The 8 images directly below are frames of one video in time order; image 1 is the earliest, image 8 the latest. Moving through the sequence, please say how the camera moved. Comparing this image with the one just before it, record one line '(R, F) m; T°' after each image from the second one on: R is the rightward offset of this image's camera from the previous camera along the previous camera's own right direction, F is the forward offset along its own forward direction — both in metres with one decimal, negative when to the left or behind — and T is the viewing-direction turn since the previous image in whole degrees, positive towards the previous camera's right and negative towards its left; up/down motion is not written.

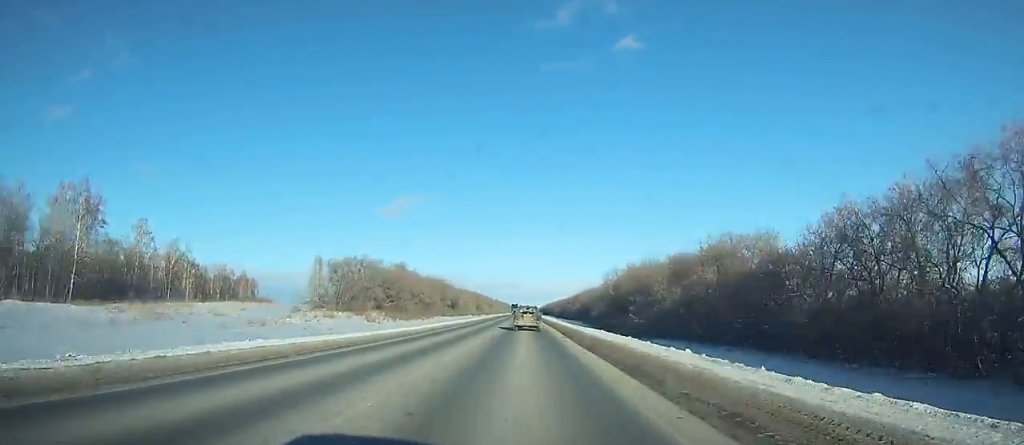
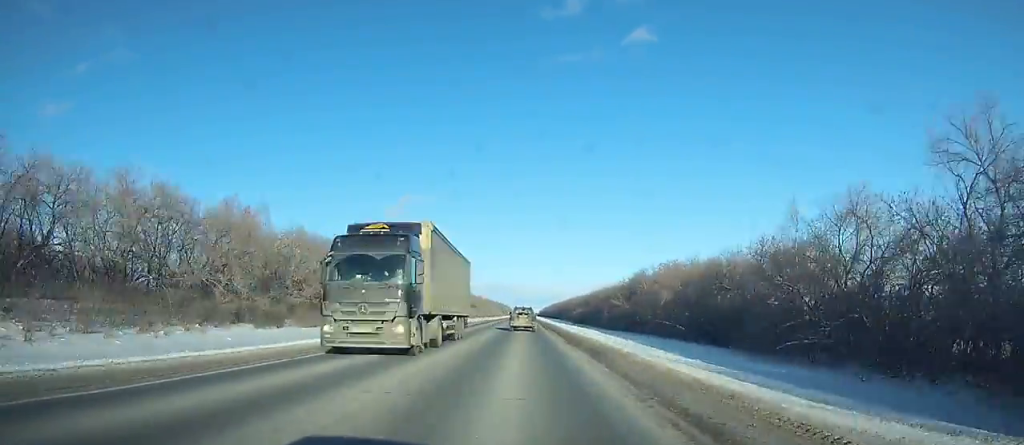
(-0.9, +105.3) m; 0°
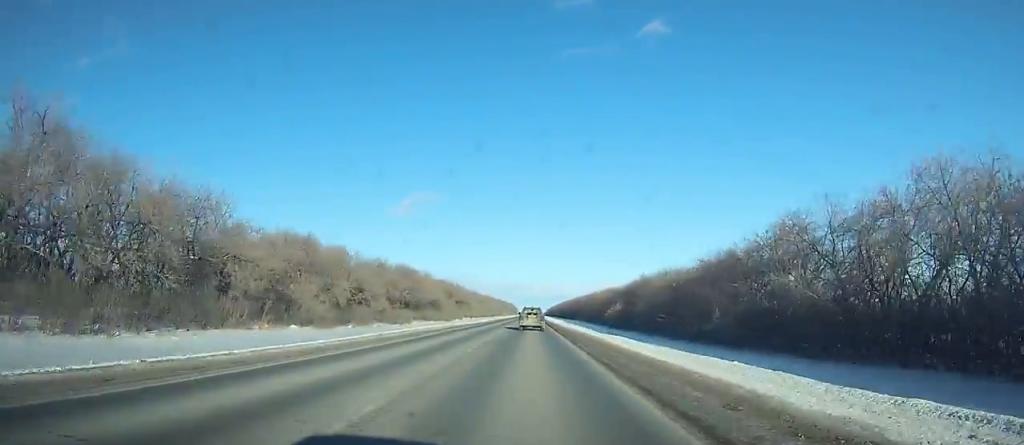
(+0.2, +61.7) m; 0°
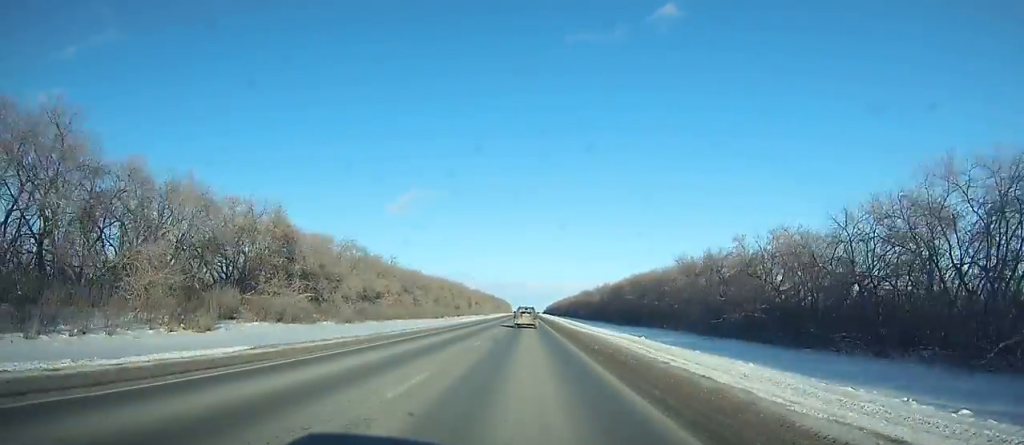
(+0.4, +128.0) m; 0°
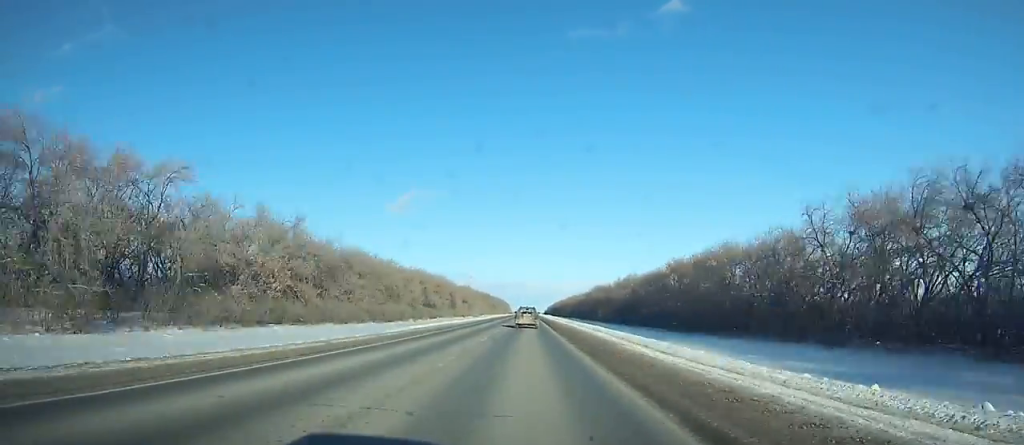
(+0.1, +43.1) m; 0°
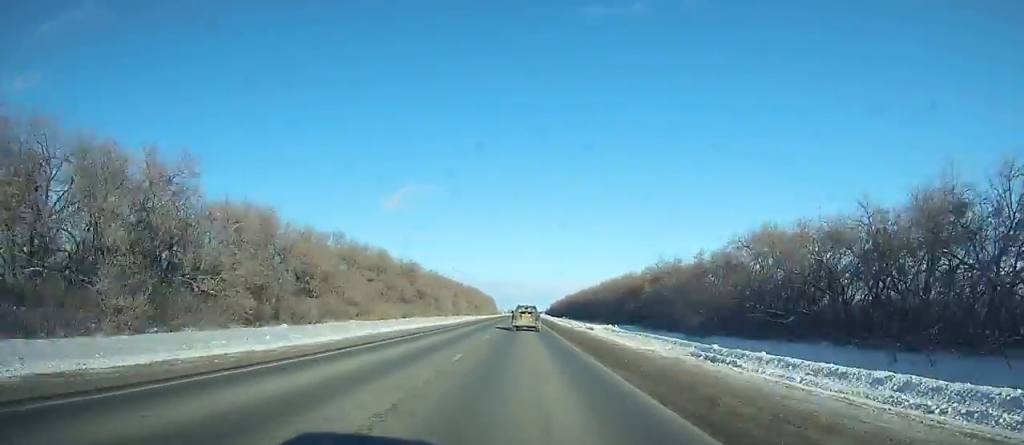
(+0.3, +187.8) m; +1°
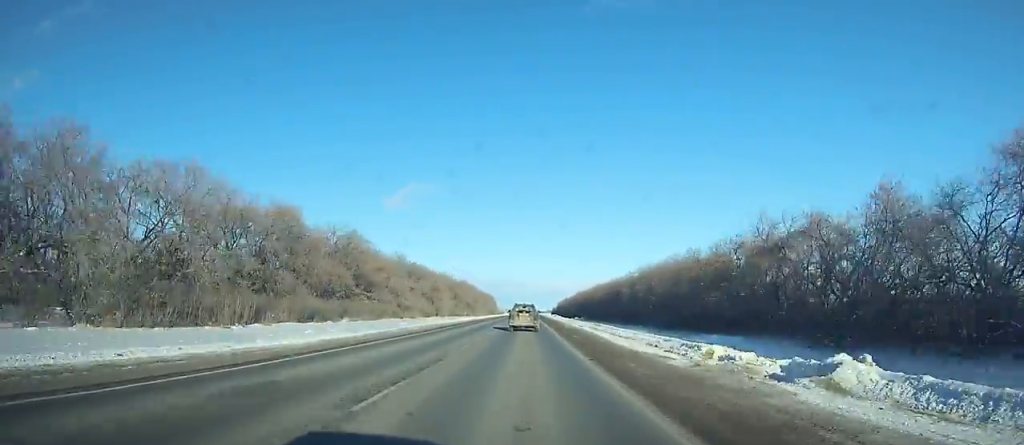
(0.0, +42.9) m; 0°
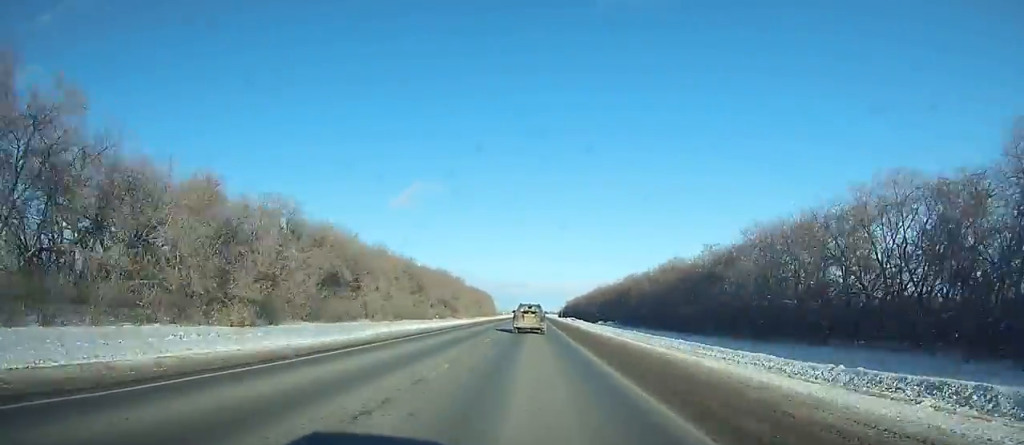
(0.0, +56.8) m; 0°
